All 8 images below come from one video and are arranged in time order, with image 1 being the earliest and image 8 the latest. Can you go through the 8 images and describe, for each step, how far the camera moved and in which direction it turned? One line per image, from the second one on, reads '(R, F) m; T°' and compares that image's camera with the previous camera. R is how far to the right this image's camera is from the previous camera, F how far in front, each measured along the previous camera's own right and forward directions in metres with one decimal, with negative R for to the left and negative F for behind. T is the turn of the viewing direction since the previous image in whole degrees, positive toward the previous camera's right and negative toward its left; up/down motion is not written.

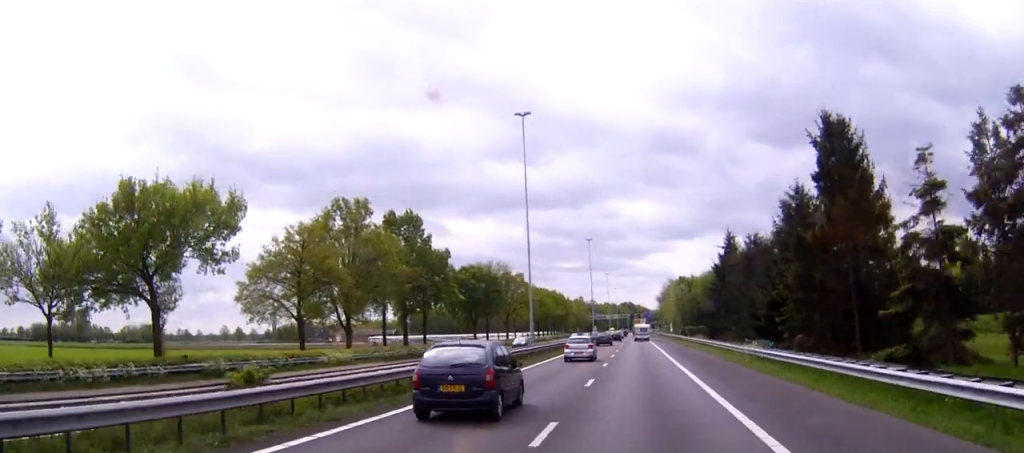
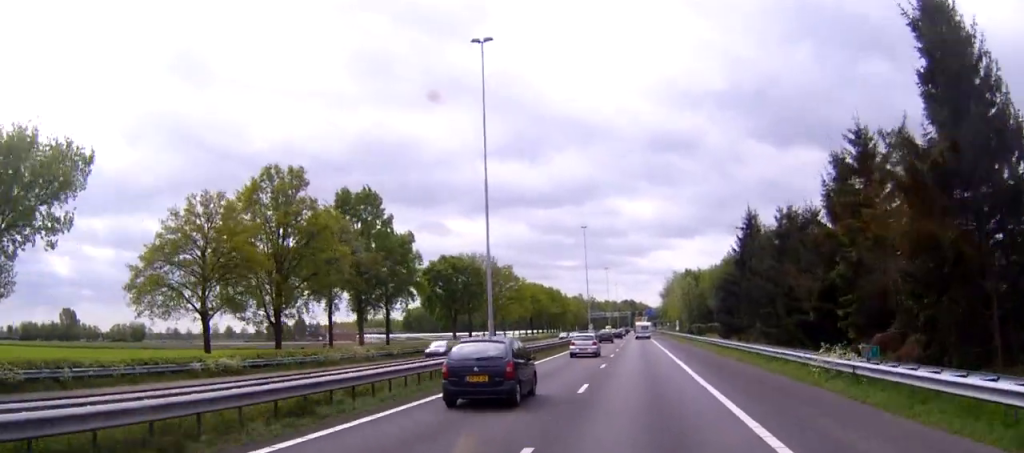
(0.0, +15.3) m; 0°
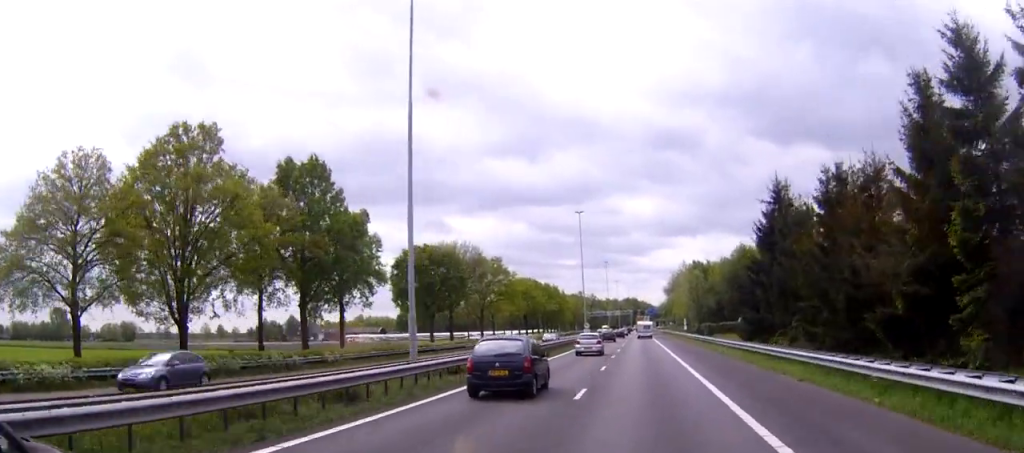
(+0.1, +13.7) m; 0°
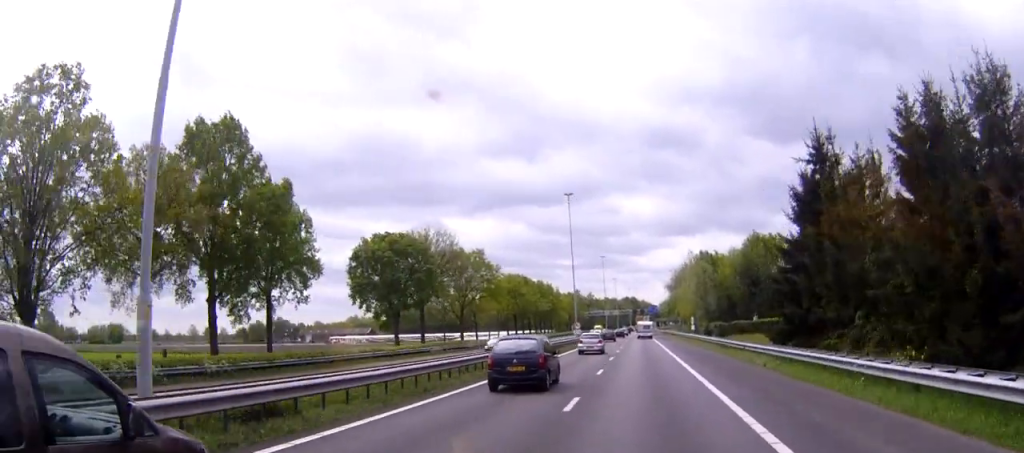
(0.0, +14.4) m; 0°
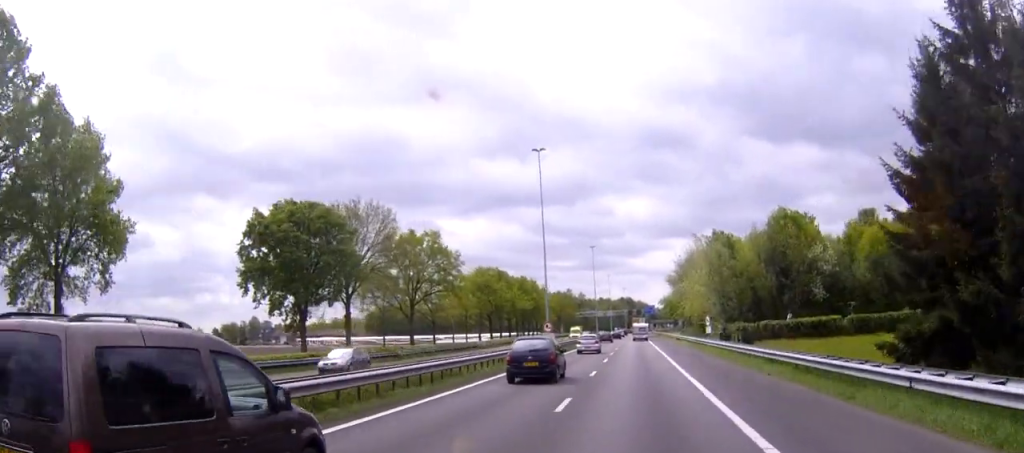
(0.0, +23.5) m; 0°
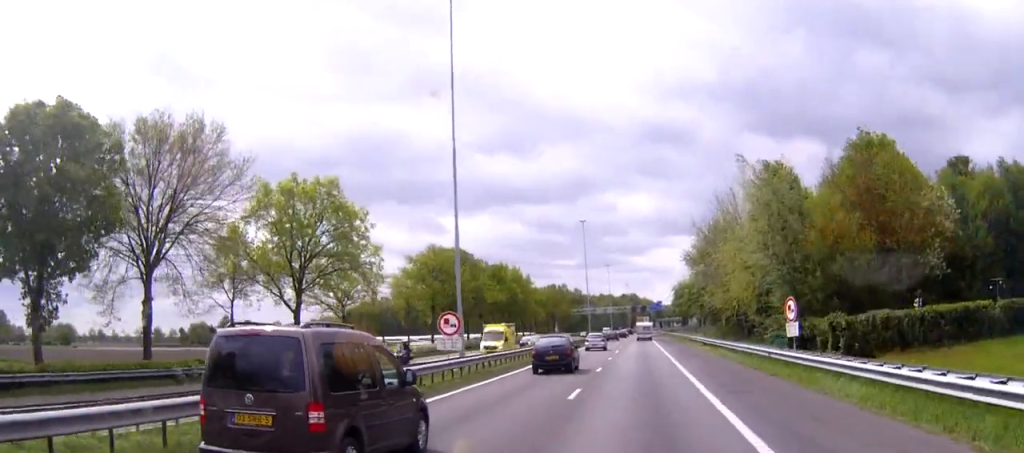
(0.0, +32.7) m; 0°
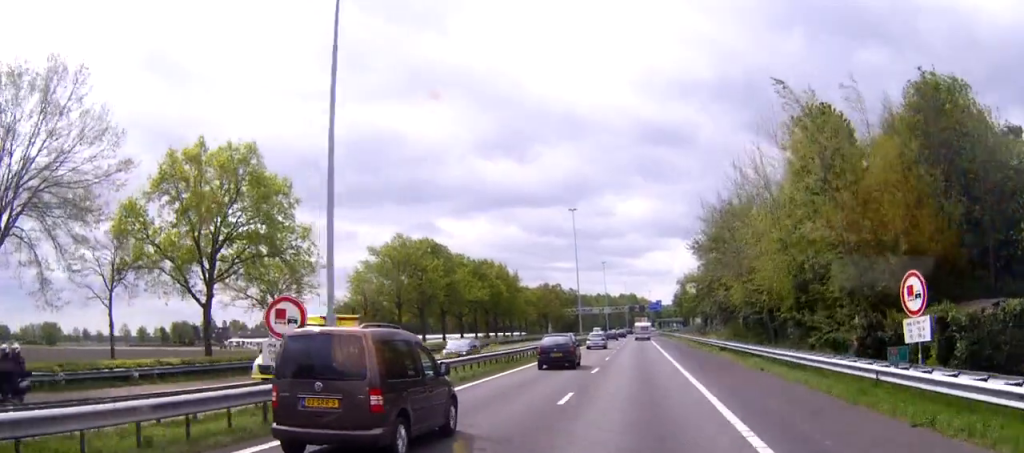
(0.0, +13.7) m; 0°
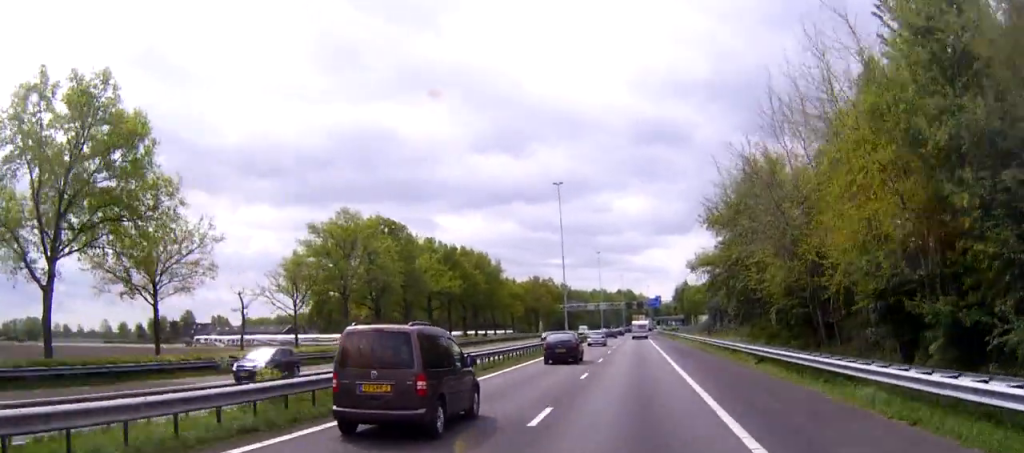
(0.0, +16.0) m; 0°
